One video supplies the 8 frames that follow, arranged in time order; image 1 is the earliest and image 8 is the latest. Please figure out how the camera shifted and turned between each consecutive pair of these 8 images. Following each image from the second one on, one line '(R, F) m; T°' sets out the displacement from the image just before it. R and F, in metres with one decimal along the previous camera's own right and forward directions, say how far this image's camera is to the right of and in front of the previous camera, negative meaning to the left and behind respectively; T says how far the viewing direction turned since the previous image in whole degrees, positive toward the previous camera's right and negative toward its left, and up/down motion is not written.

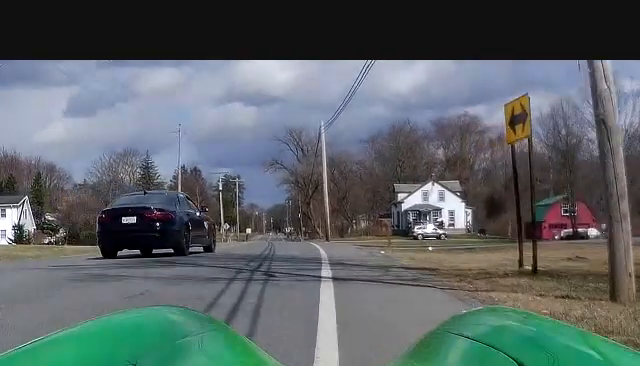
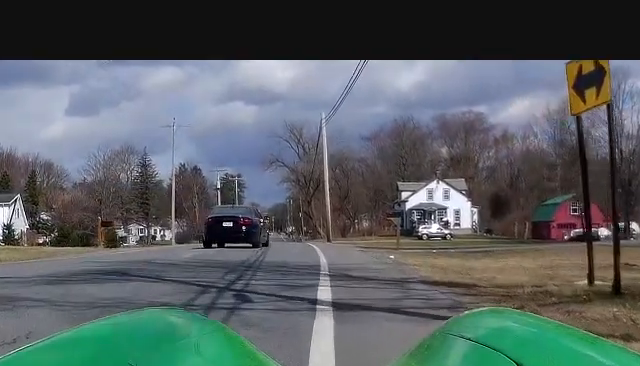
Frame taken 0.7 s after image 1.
(0.0, +3.3) m; 0°
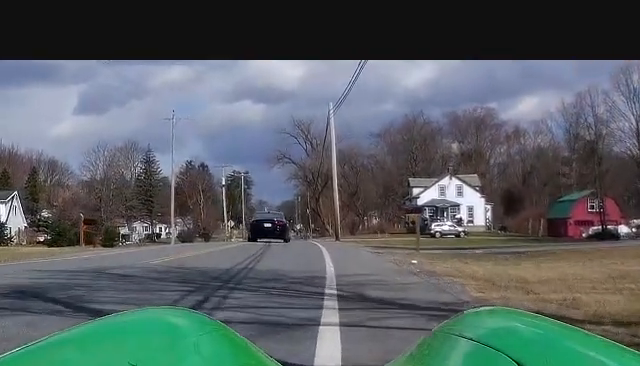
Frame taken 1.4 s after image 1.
(0.0, +3.6) m; 0°
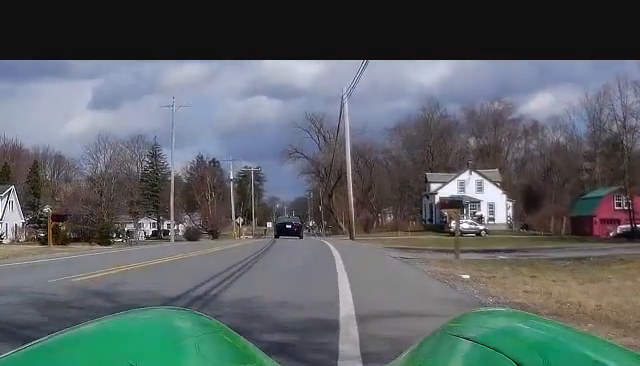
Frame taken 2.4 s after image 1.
(0.0, +5.0) m; 0°
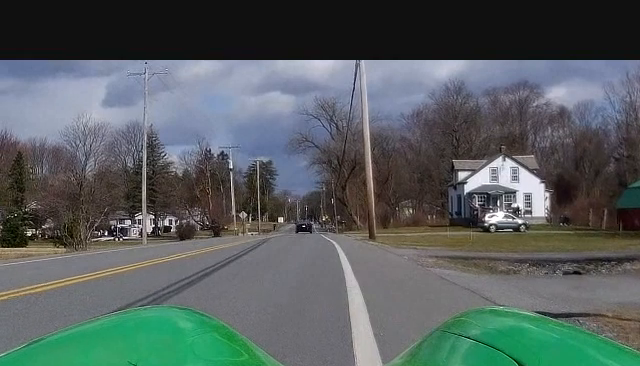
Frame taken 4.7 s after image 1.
(-0.1, +11.7) m; 0°
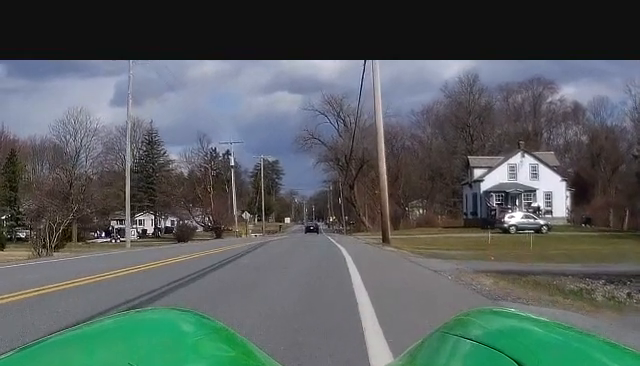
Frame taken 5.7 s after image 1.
(0.0, +5.1) m; +1°
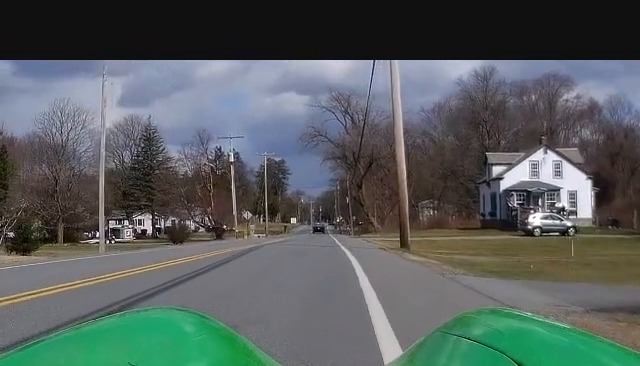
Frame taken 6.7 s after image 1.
(+0.1, +5.8) m; -2°
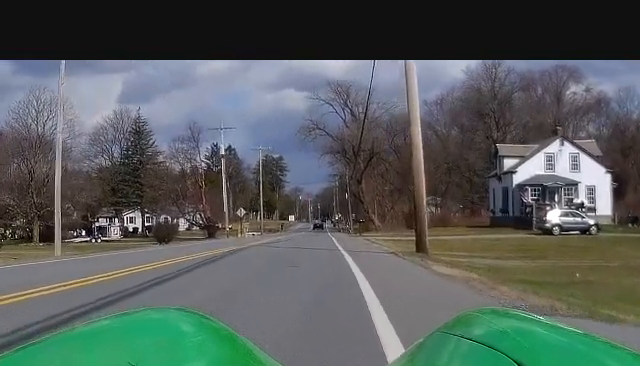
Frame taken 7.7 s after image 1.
(-0.3, +5.5) m; 0°
